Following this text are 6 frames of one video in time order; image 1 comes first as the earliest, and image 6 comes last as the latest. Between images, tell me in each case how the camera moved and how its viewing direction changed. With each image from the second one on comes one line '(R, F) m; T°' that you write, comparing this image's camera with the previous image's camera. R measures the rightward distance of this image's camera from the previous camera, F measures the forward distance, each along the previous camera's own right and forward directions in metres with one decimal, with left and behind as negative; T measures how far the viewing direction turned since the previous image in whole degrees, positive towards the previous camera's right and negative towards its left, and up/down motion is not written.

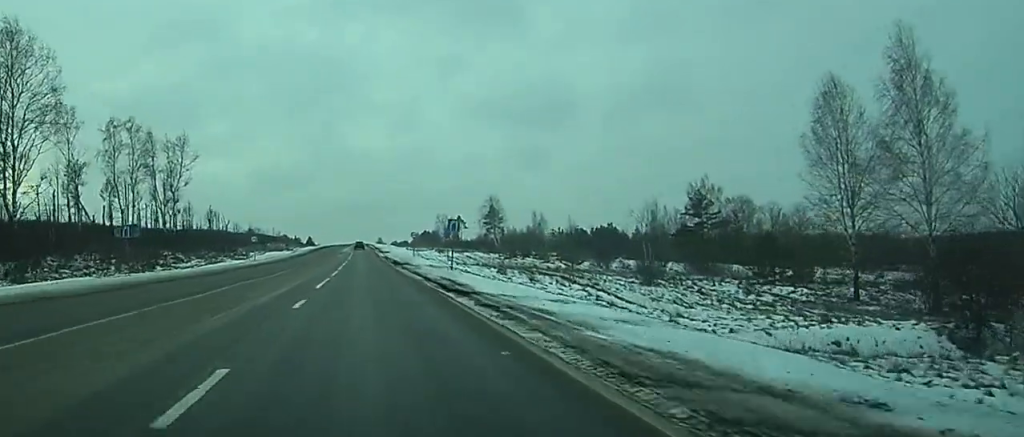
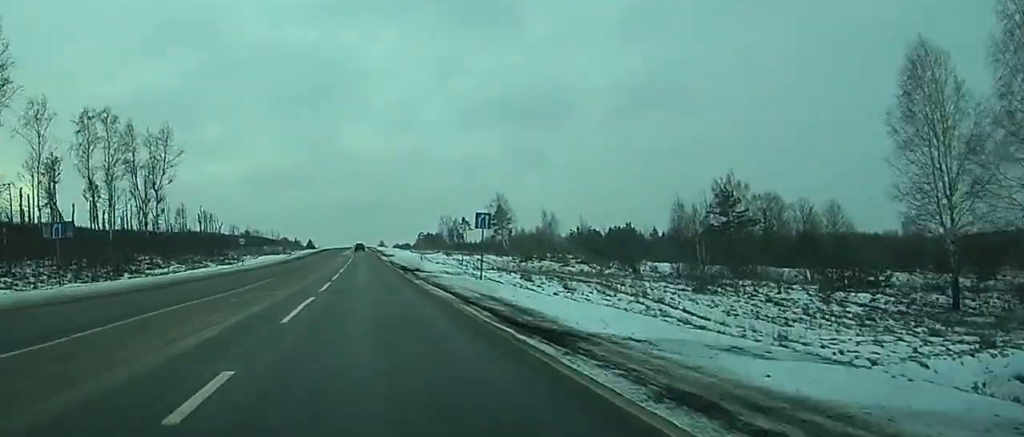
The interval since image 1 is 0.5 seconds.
(0.0, +11.6) m; 0°
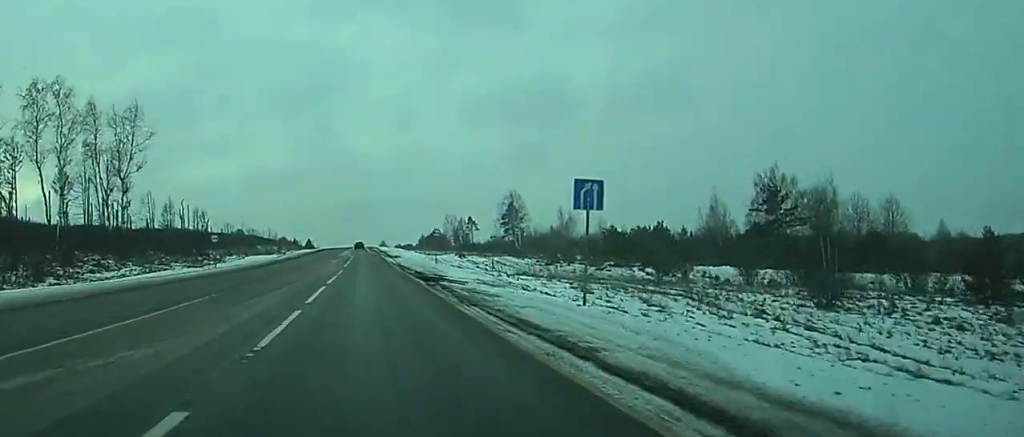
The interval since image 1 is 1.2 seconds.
(0.0, +17.4) m; 0°
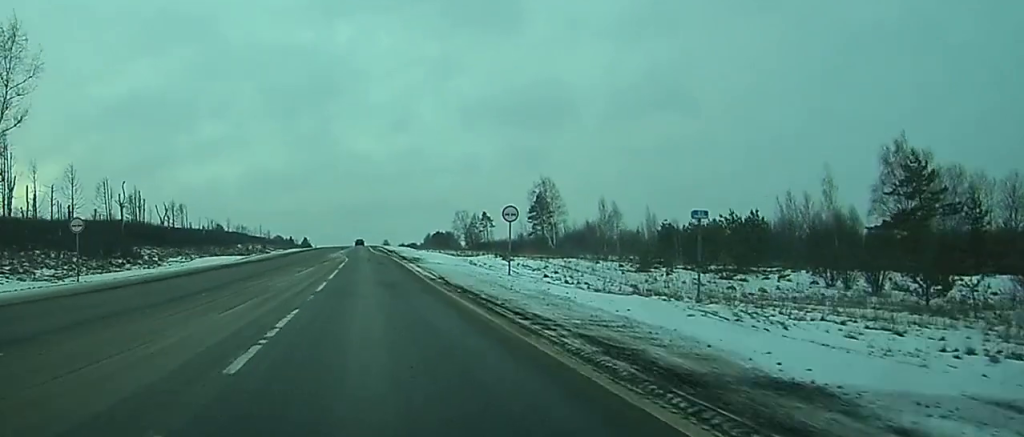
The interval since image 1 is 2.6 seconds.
(+0.1, +36.7) m; 0°
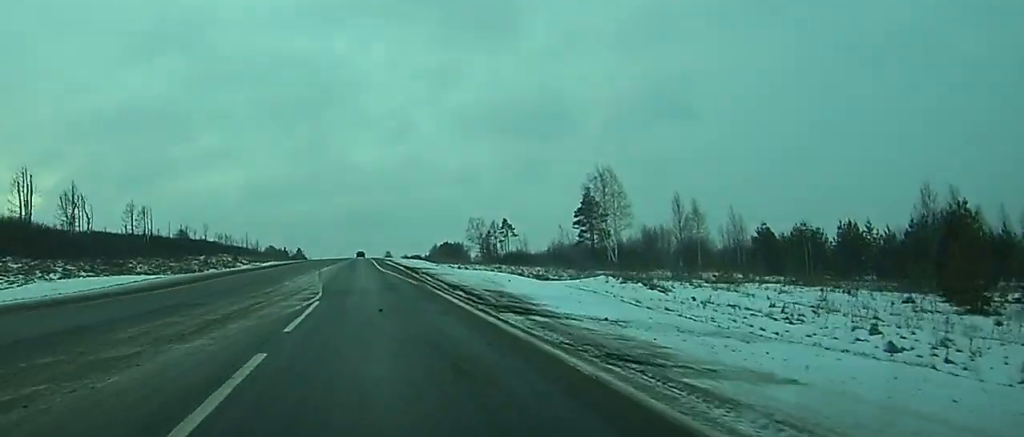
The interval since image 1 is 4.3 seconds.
(+0.1, +43.1) m; 0°
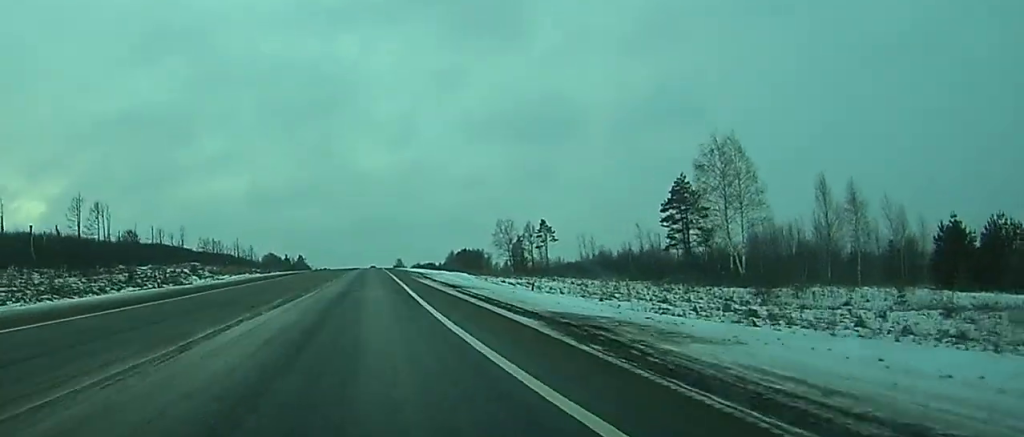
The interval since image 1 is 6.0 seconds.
(0.0, +43.8) m; 0°
